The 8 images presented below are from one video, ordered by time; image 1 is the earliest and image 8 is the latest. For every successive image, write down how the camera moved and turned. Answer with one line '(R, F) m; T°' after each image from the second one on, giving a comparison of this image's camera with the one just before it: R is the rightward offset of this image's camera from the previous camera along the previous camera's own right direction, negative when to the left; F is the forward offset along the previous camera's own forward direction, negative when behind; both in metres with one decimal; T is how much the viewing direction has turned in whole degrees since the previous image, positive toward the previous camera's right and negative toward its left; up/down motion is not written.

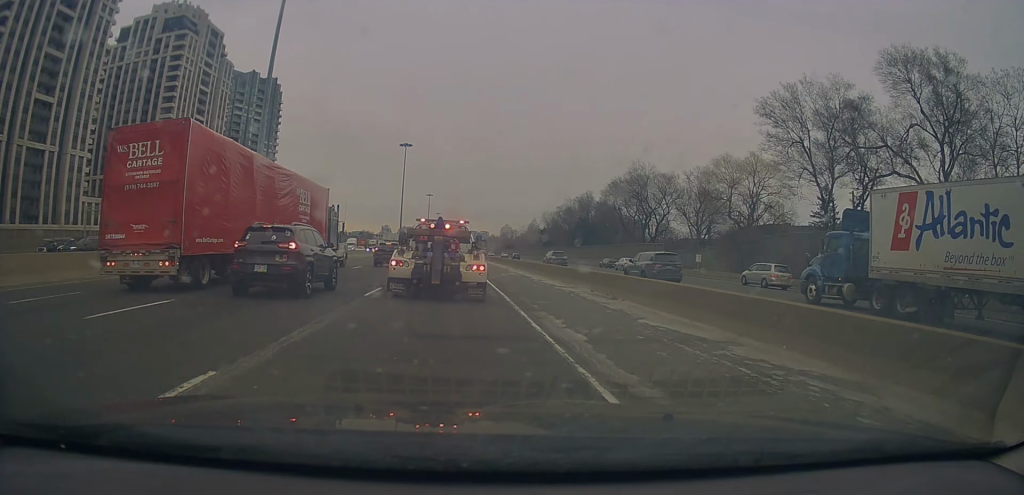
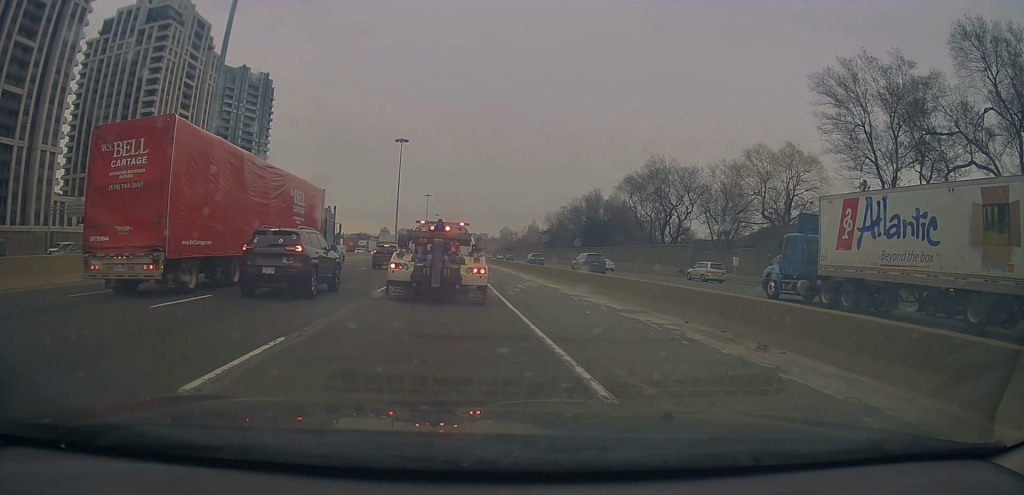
(0.0, +11.6) m; +1°
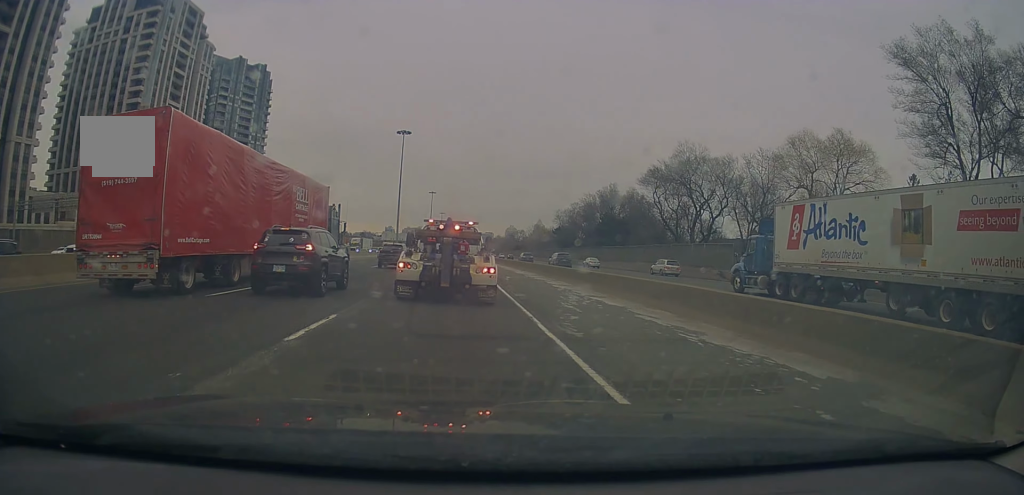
(+0.2, +10.2) m; 0°
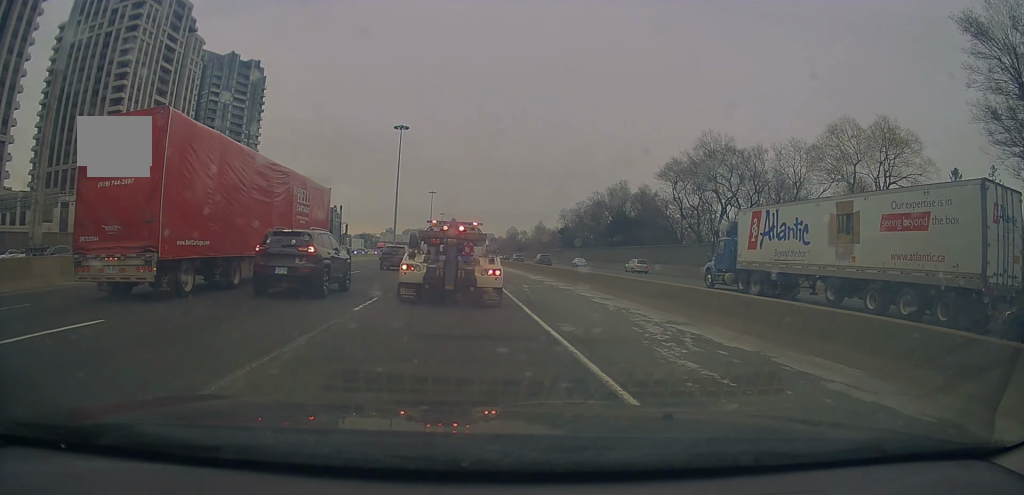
(-0.1, +7.4) m; -2°
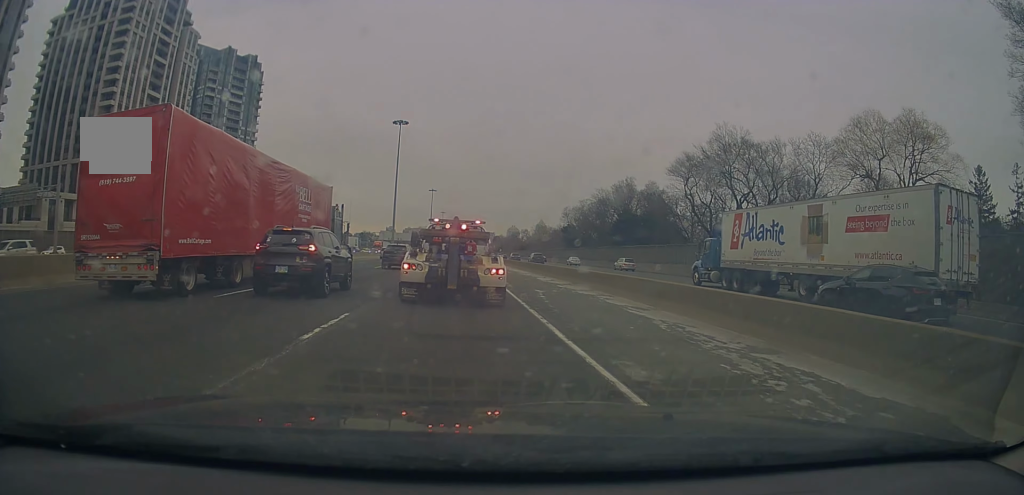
(-0.1, +3.4) m; -1°
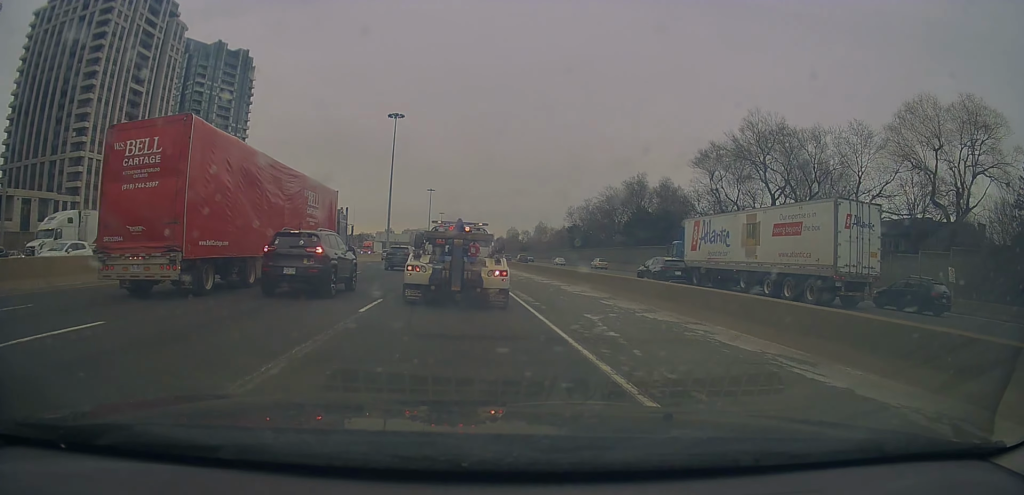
(-0.1, +8.0) m; +1°
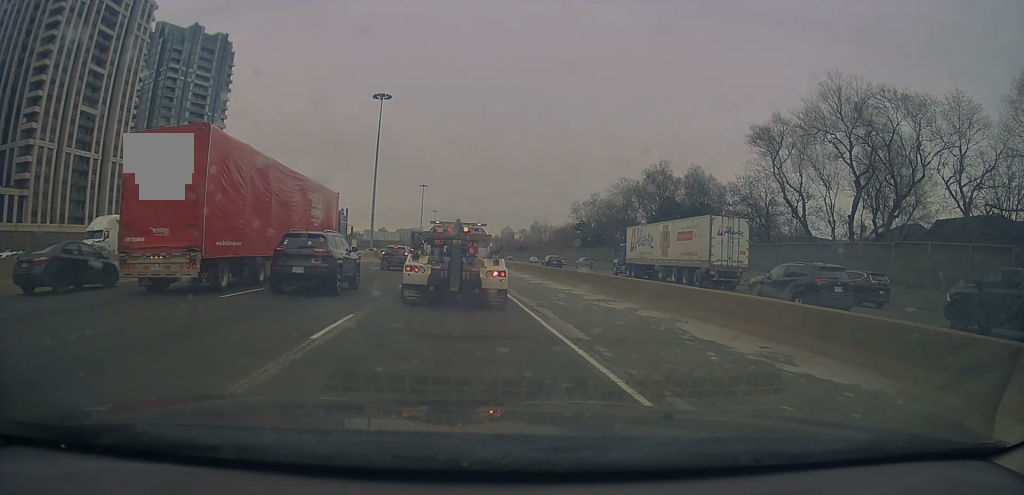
(+0.4, +15.1) m; +1°
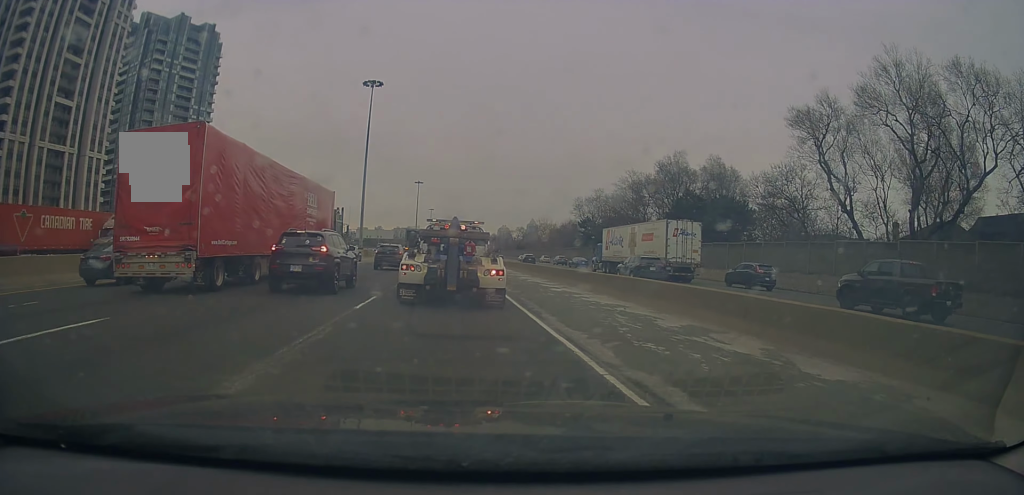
(-0.1, +7.8) m; +1°
